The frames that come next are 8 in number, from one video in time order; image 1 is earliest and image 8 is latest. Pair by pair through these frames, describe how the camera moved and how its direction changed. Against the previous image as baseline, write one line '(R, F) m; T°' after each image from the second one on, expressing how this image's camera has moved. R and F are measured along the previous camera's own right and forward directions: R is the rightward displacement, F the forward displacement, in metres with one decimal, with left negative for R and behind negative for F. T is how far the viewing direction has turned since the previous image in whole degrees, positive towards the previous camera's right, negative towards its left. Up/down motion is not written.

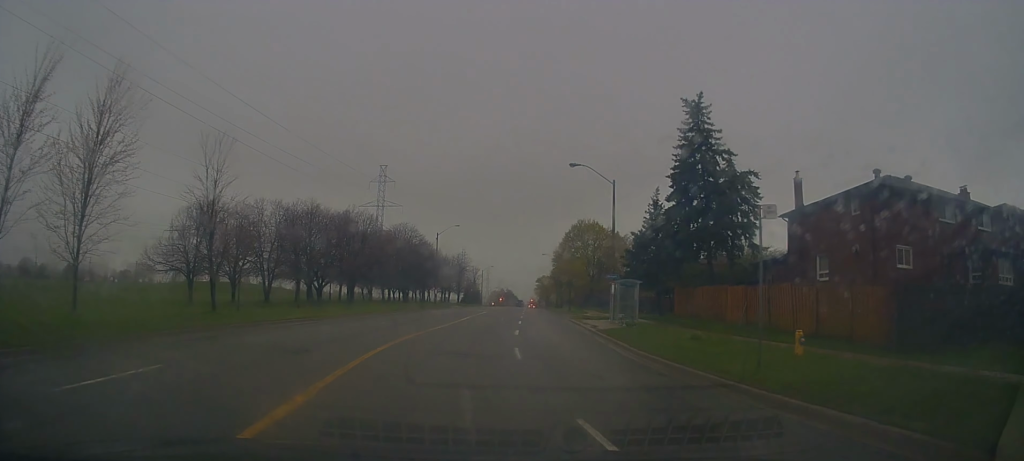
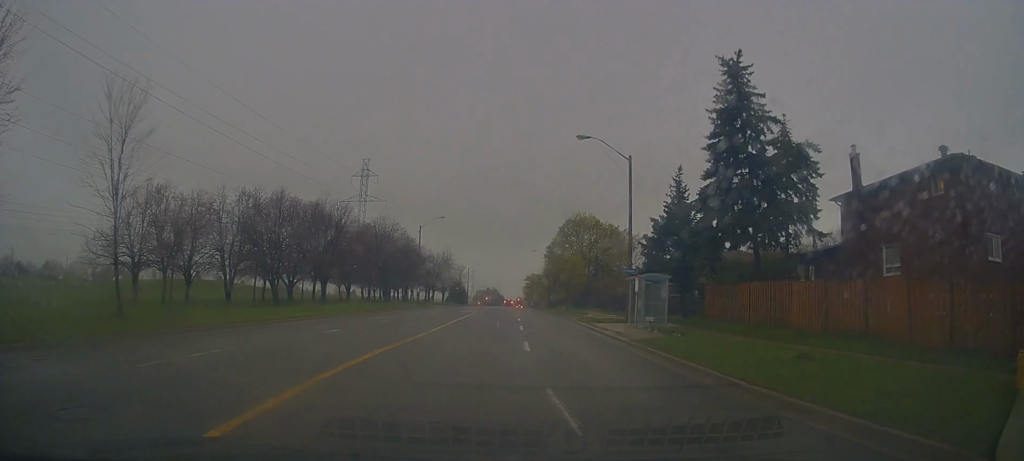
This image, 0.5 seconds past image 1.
(0.0, +7.6) m; +1°
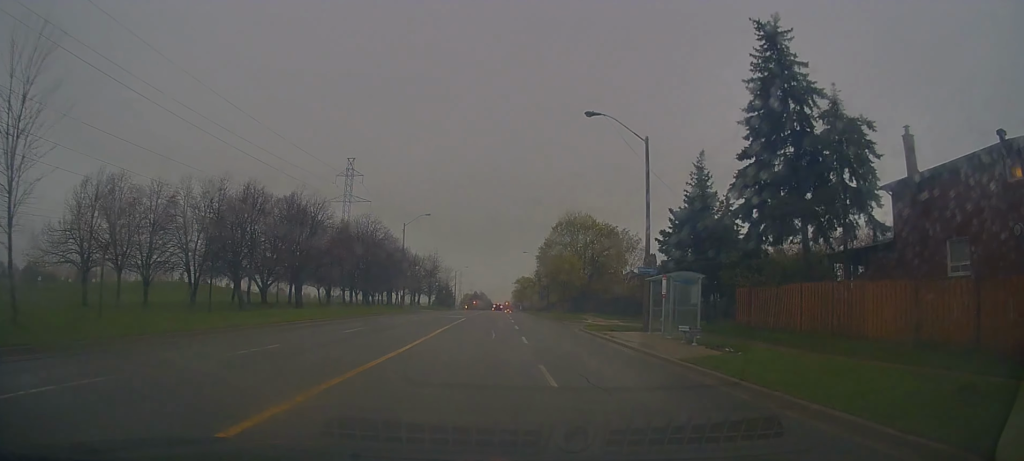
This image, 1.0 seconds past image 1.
(+0.2, +5.4) m; +1°
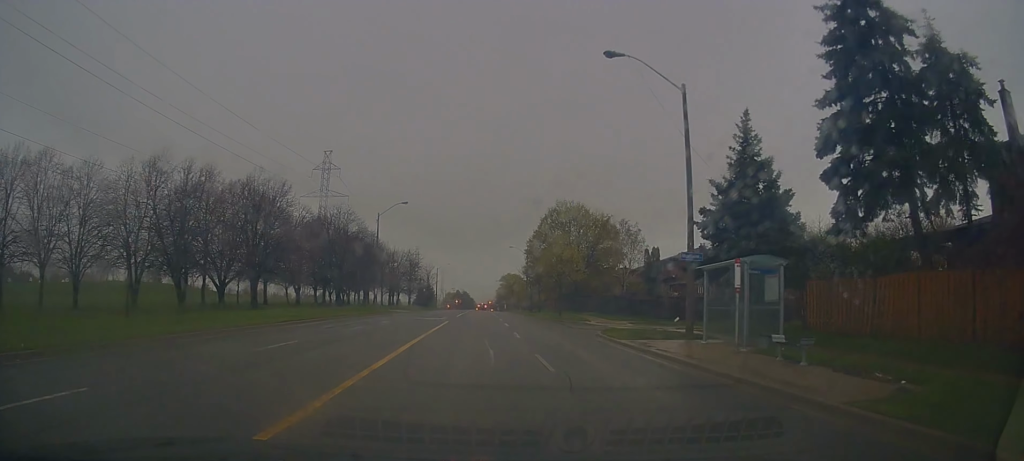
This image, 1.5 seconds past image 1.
(+0.1, +7.6) m; +1°
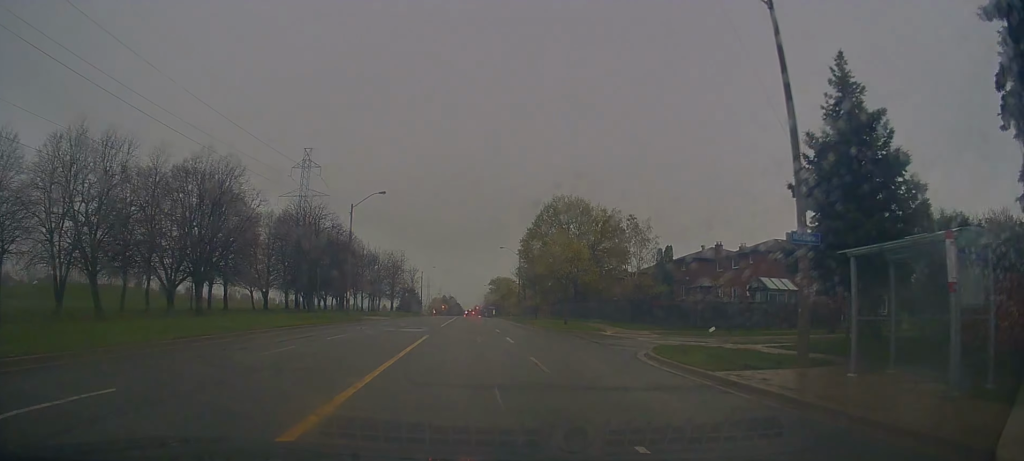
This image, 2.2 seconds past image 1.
(-0.3, +8.3) m; +3°
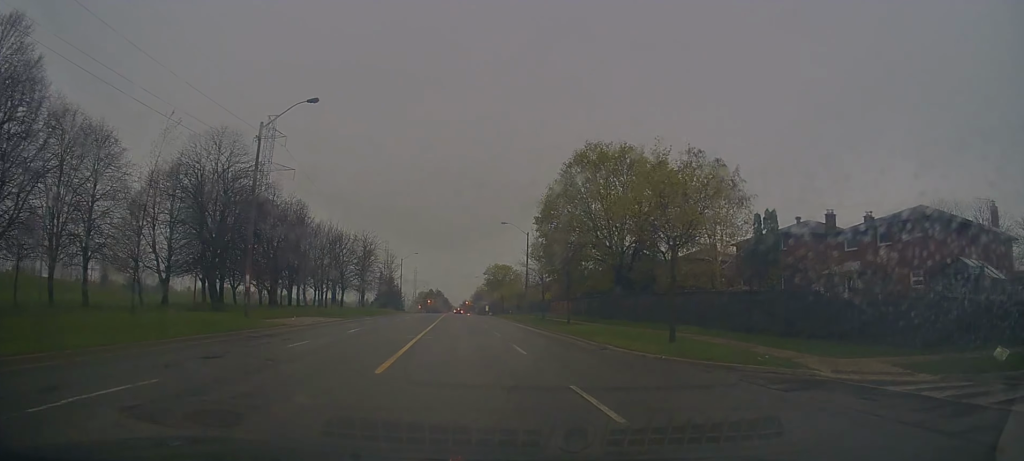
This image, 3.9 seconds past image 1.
(+1.4, +22.7) m; +2°
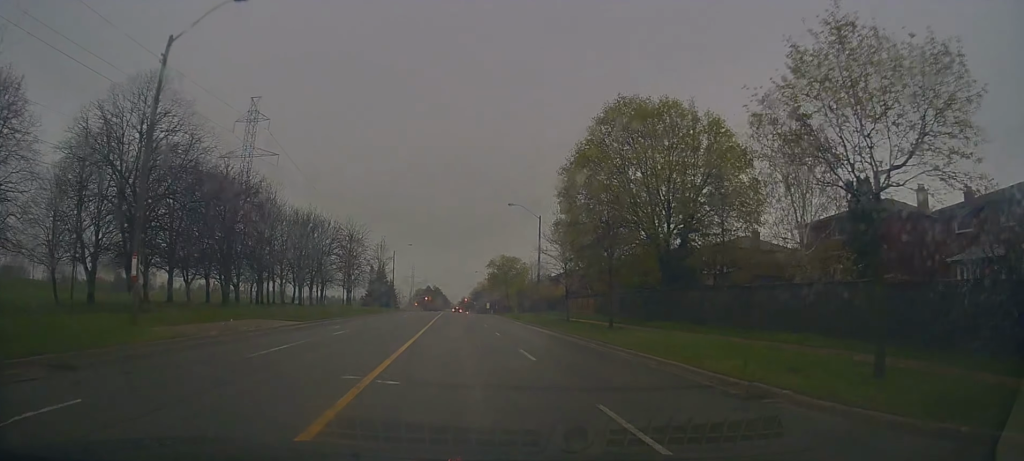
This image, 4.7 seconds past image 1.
(-0.2, +10.8) m; 0°
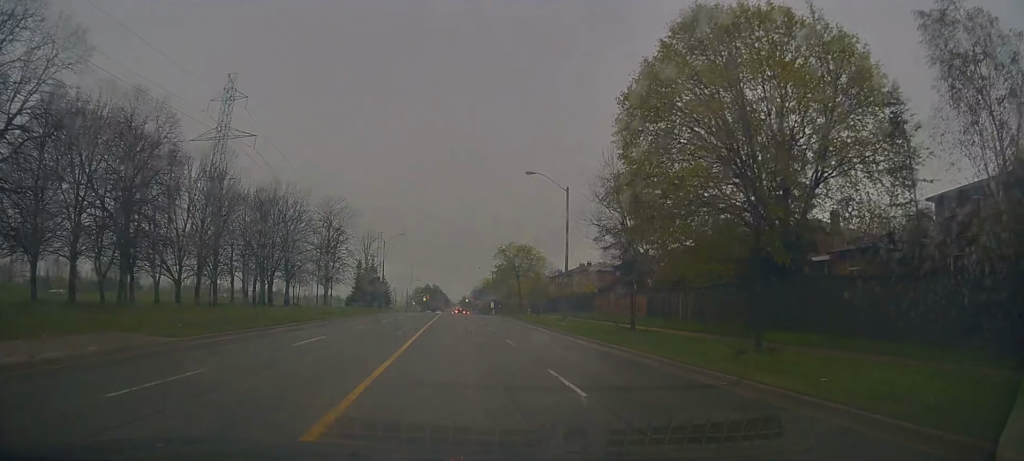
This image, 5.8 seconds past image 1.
(+0.3, +14.1) m; +1°
